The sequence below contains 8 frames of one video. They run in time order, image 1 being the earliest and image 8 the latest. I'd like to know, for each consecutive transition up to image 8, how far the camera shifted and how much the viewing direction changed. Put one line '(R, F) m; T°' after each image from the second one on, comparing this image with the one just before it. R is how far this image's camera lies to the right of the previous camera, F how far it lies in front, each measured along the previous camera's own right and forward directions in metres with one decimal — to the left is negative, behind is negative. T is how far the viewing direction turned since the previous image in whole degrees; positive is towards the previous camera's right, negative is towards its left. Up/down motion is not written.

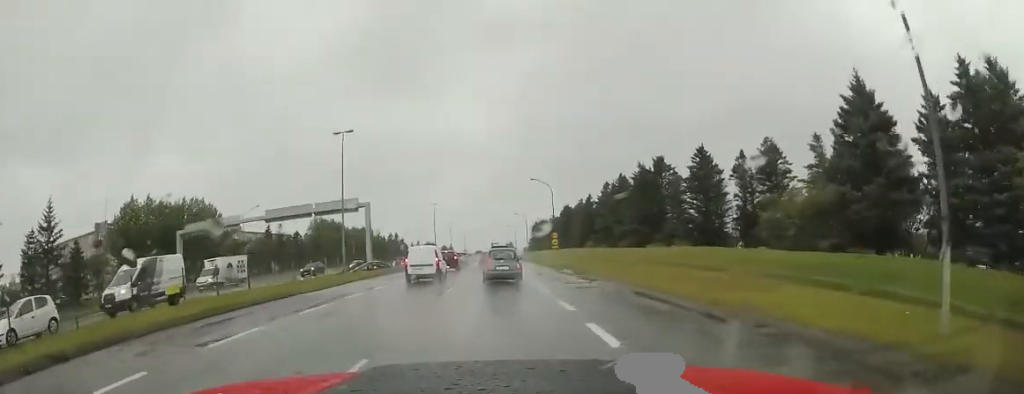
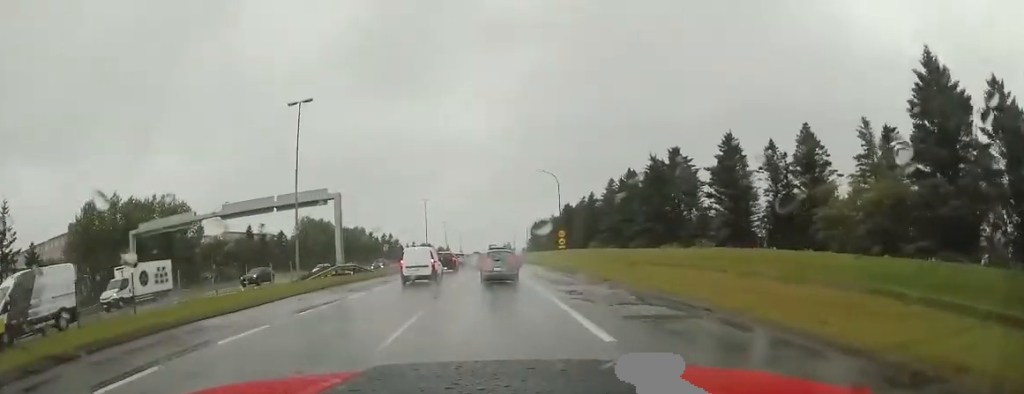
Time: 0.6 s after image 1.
(+0.1, +7.5) m; -1°
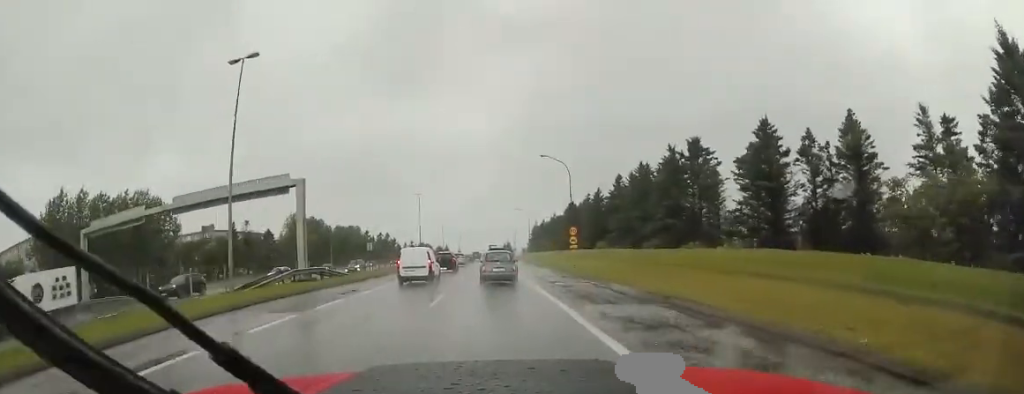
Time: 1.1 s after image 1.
(-0.3, +6.8) m; 0°
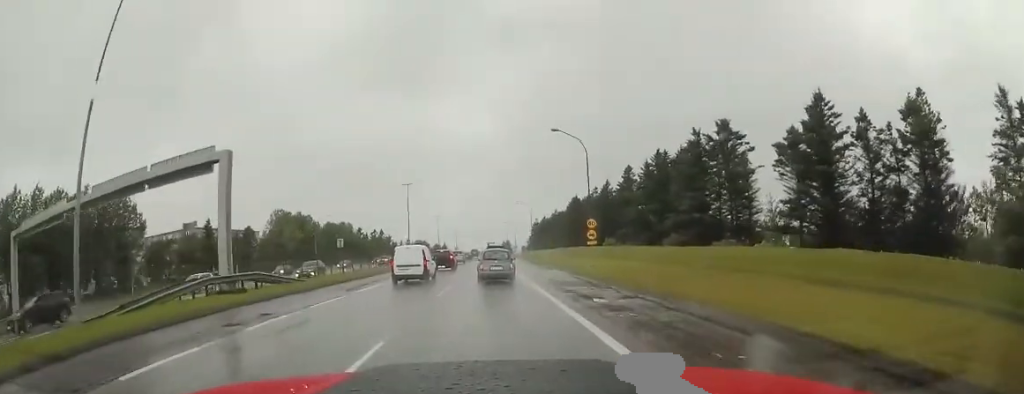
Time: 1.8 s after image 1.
(-0.1, +8.2) m; +1°
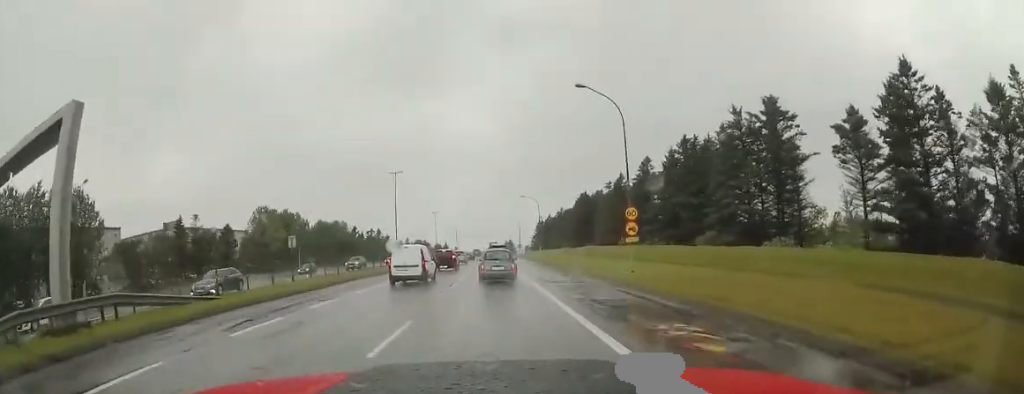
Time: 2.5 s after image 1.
(+0.2, +9.2) m; +3°
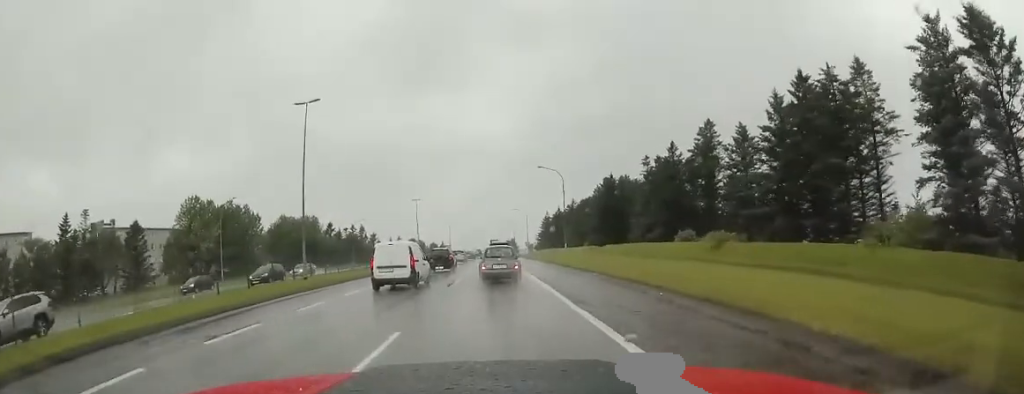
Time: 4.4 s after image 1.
(0.0, +25.3) m; -2°
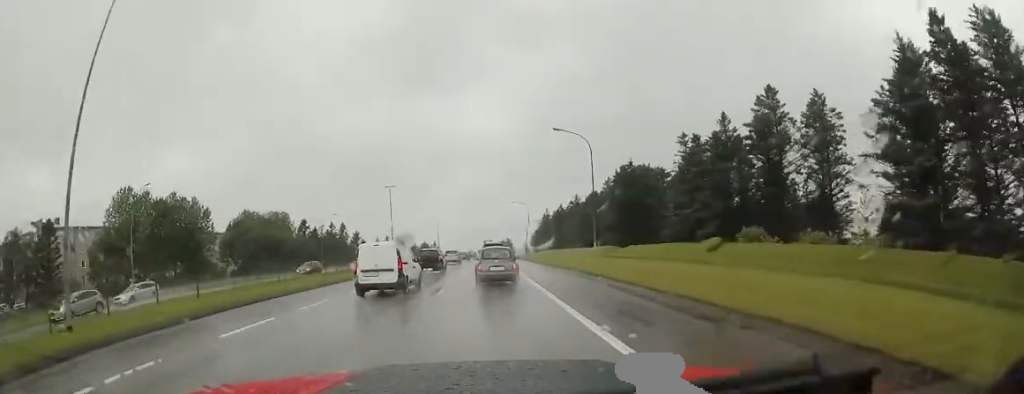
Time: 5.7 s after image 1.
(-0.1, +16.2) m; +1°
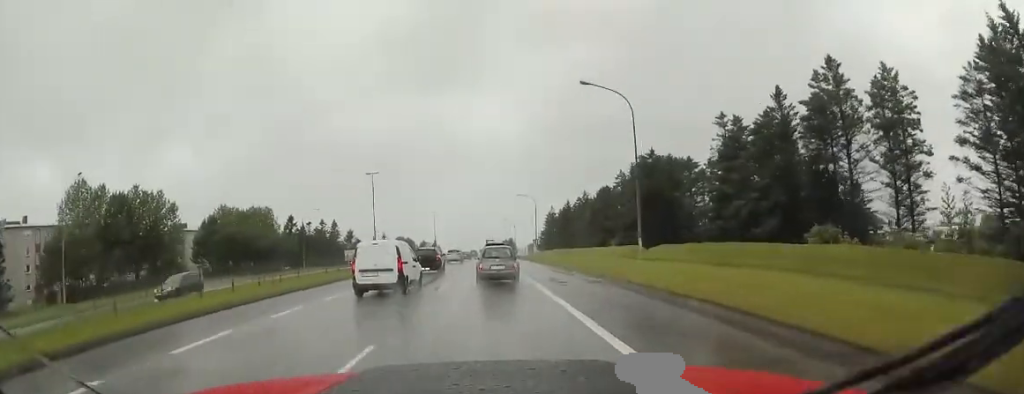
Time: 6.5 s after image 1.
(+0.4, +9.8) m; -2°
